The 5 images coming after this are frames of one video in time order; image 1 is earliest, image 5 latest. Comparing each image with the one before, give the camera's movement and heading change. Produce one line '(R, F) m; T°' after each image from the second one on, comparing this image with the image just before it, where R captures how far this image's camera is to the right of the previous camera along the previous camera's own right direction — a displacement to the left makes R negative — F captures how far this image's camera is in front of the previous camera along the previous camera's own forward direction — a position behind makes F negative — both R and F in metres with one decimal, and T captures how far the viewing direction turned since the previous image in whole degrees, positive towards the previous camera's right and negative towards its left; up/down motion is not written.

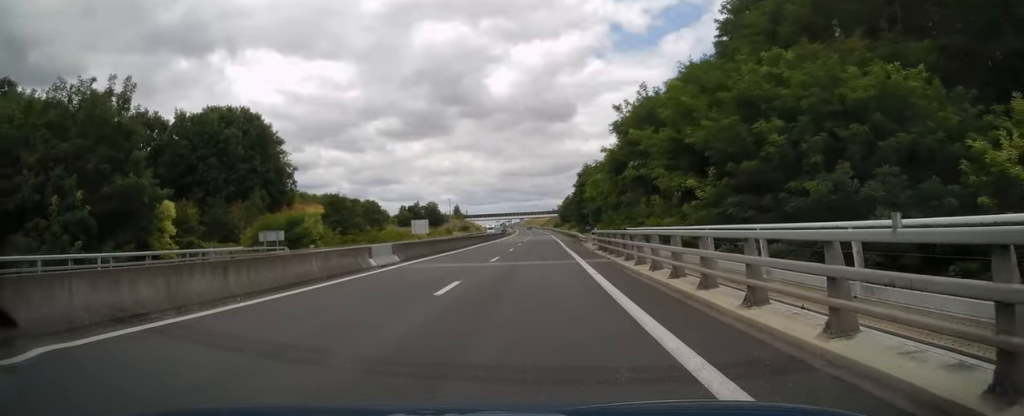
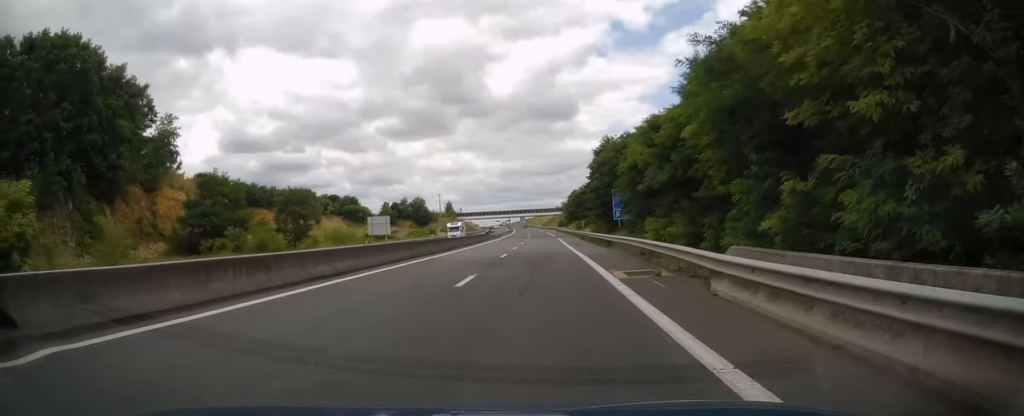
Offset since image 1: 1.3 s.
(0.0, +37.5) m; 0°
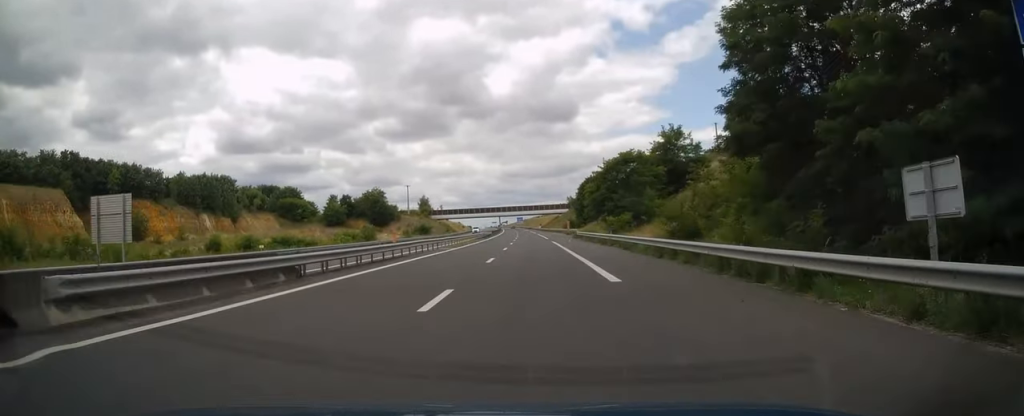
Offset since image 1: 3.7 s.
(+0.2, +70.1) m; 0°
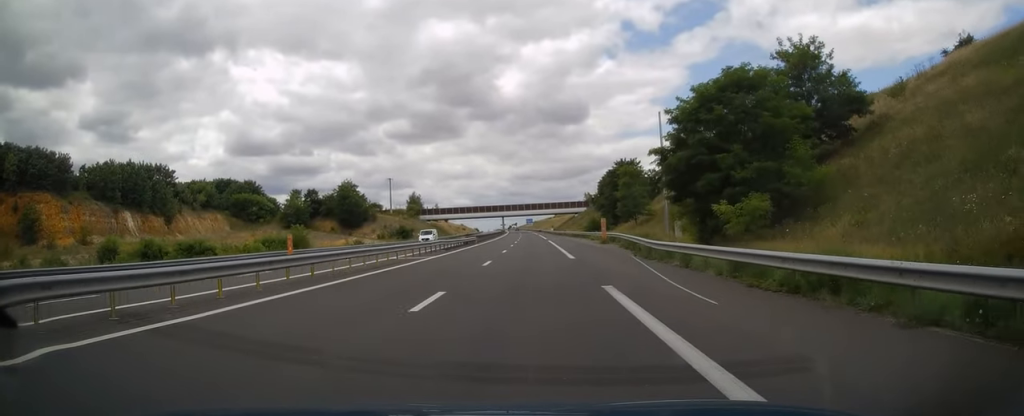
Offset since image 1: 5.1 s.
(-0.7, +40.4) m; -1°
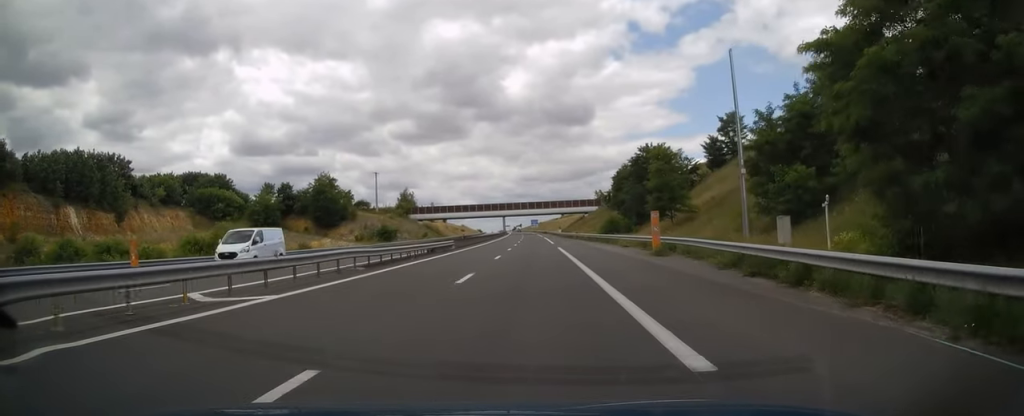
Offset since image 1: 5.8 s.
(0.0, +21.4) m; -1°
